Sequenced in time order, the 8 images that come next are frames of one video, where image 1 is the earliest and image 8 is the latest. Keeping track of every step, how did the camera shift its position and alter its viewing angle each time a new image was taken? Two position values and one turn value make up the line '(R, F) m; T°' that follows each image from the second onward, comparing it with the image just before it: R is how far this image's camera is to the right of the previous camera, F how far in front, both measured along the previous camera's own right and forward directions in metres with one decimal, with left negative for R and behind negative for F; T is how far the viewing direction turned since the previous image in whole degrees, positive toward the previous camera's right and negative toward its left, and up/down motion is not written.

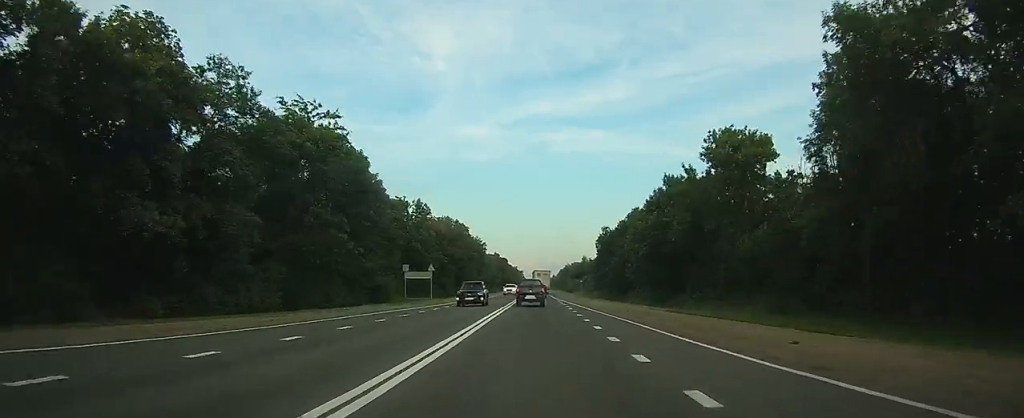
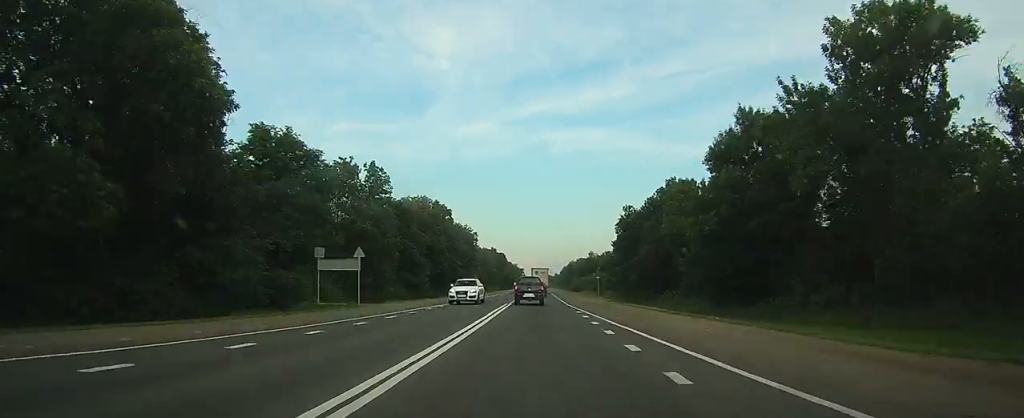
(-0.1, +26.0) m; 0°
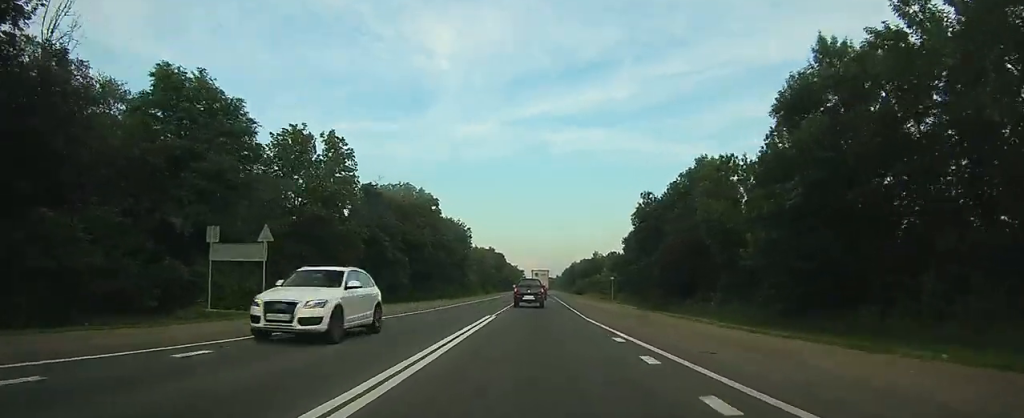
(-0.1, +13.5) m; 0°
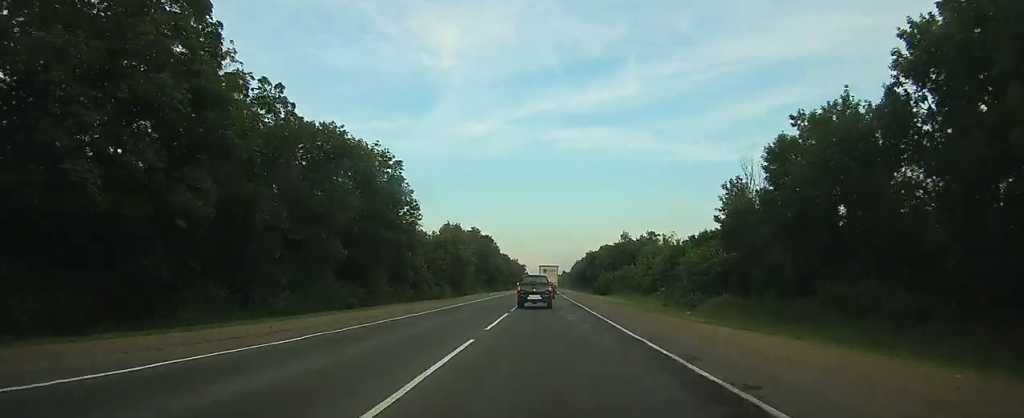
(-0.1, +61.9) m; 0°
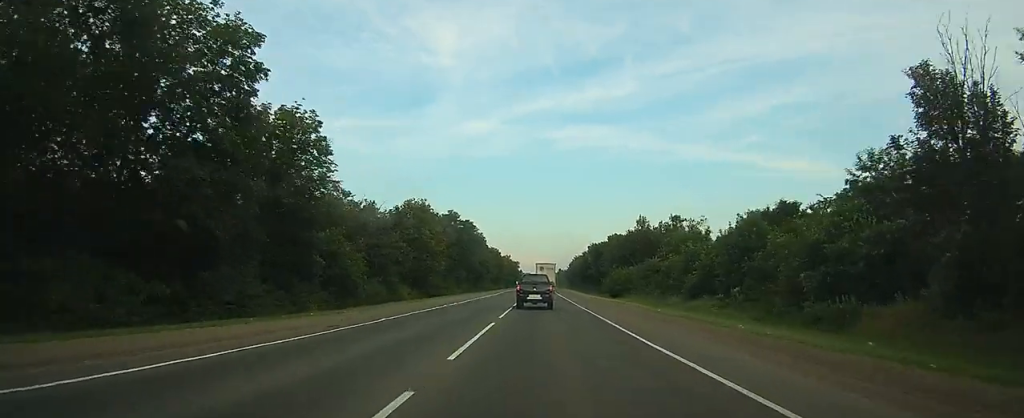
(0.0, +30.6) m; 0°
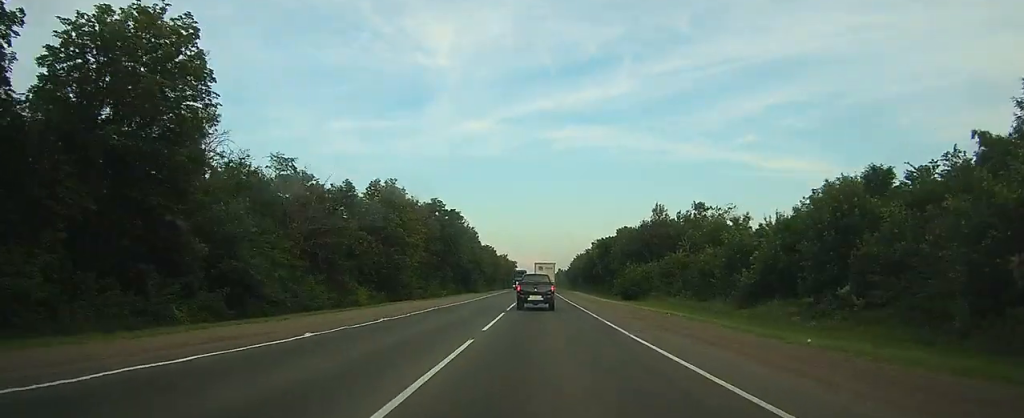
(0.0, +17.7) m; 0°
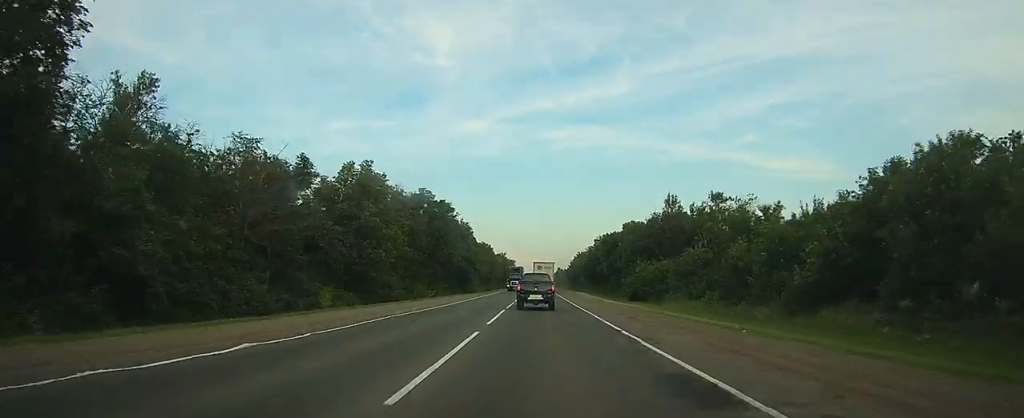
(0.0, +10.0) m; 0°
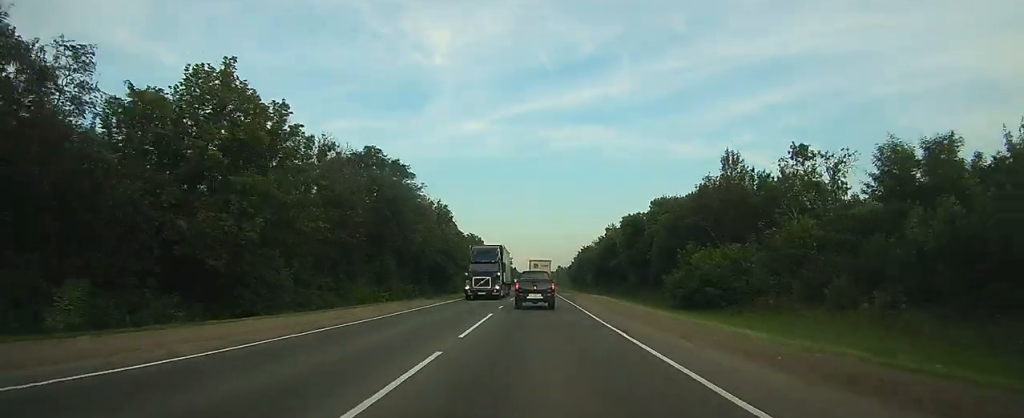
(+0.1, +28.9) m; 0°
